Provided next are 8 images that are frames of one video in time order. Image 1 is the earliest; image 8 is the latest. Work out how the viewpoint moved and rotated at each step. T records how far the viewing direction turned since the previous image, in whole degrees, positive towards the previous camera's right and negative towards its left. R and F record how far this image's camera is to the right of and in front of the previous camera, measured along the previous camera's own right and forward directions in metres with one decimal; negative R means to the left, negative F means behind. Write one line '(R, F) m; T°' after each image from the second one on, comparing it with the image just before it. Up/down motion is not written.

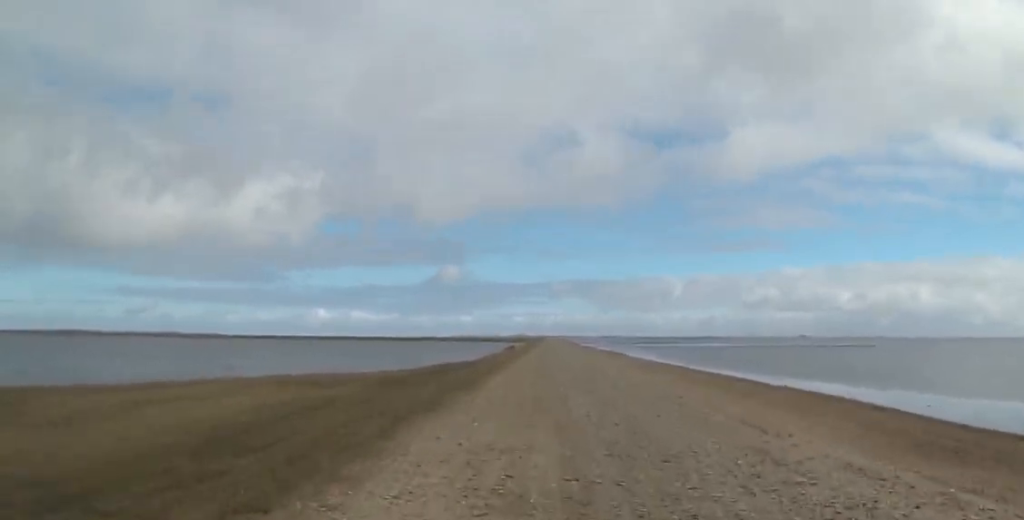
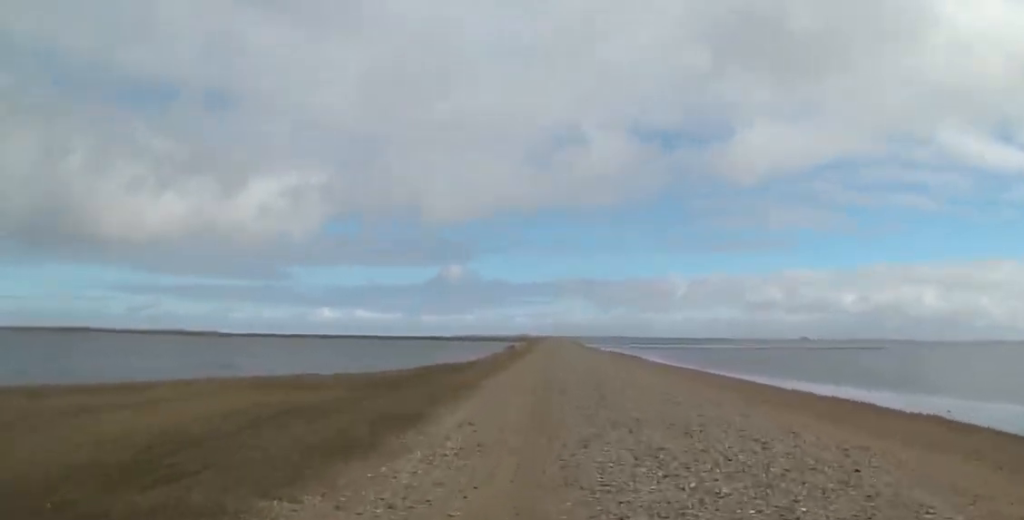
(+0.5, +3.8) m; -1°
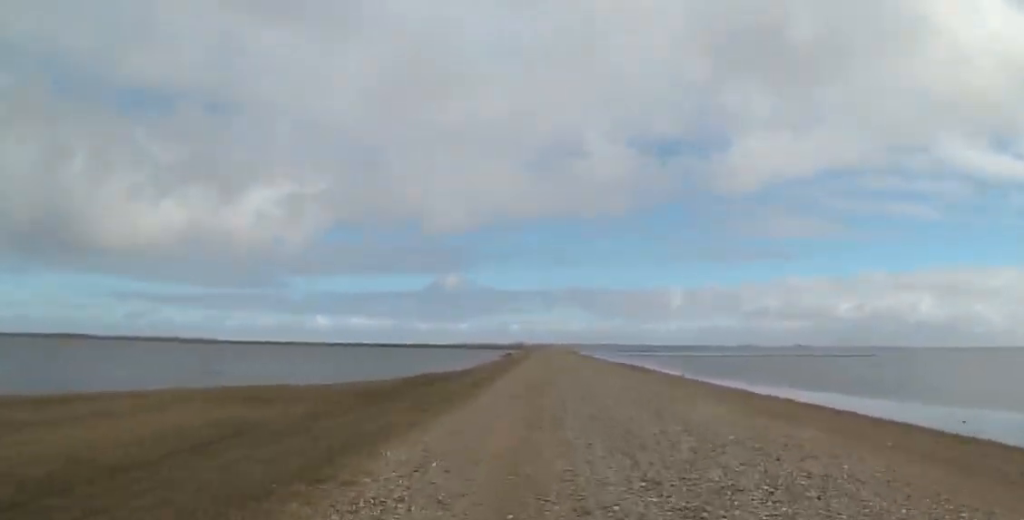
(+0.3, +4.2) m; -1°
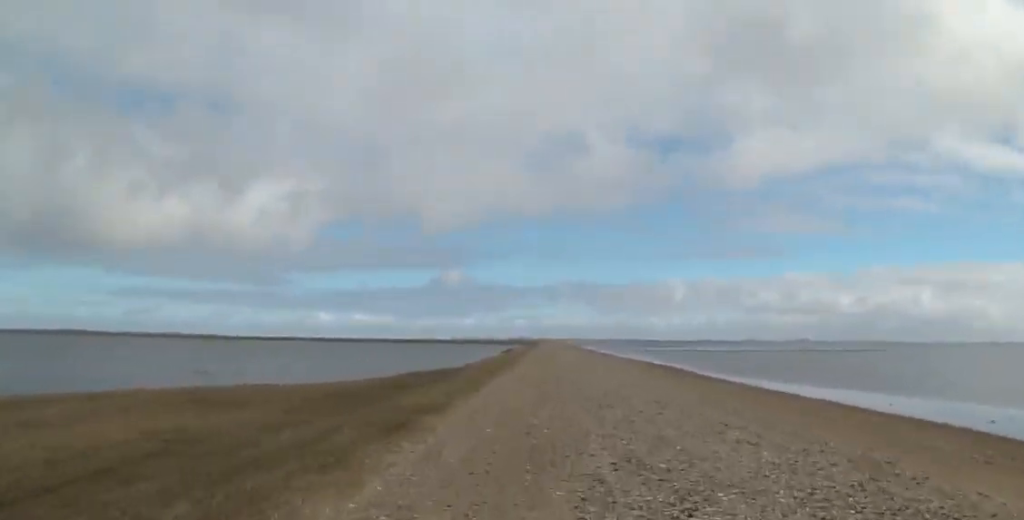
(-1.1, +4.7) m; +2°
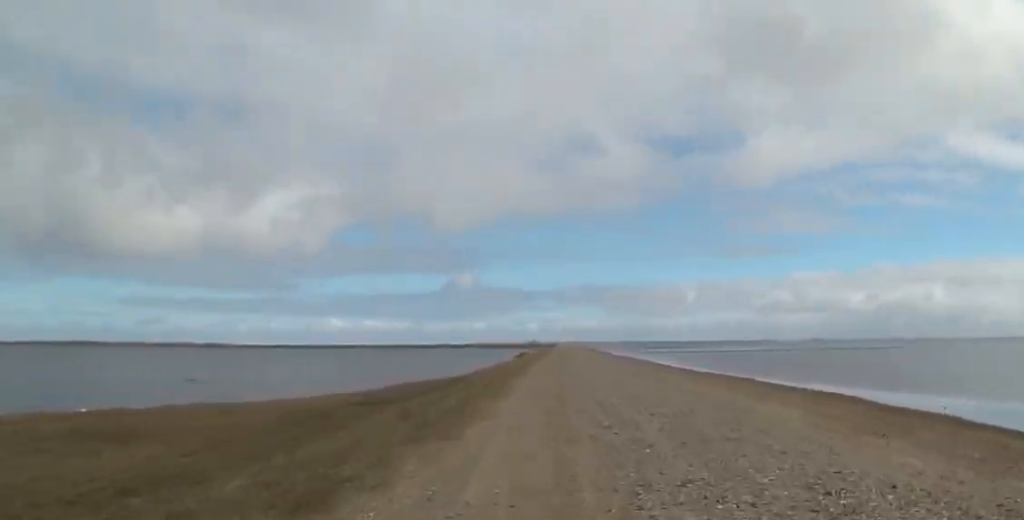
(+2.3, +9.8) m; +6°
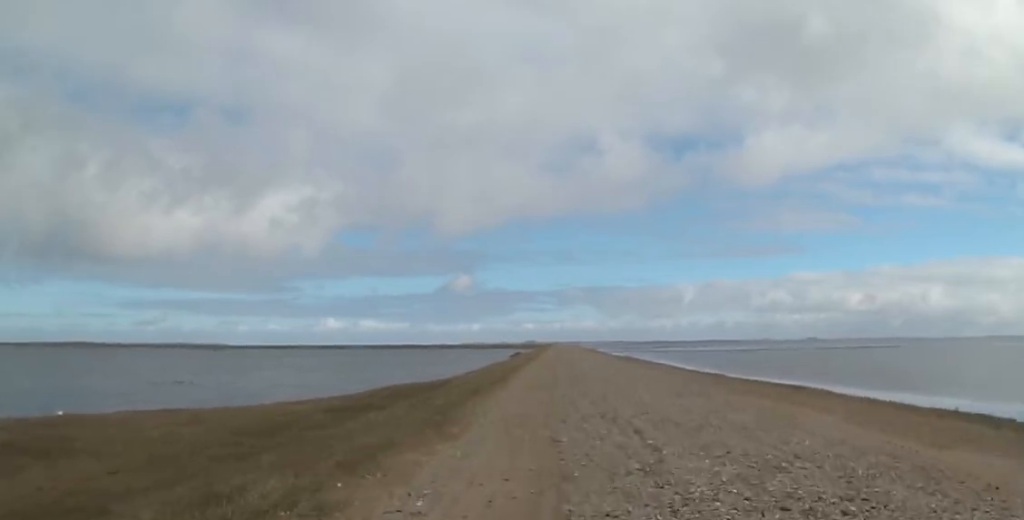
(+0.1, +3.3) m; -5°
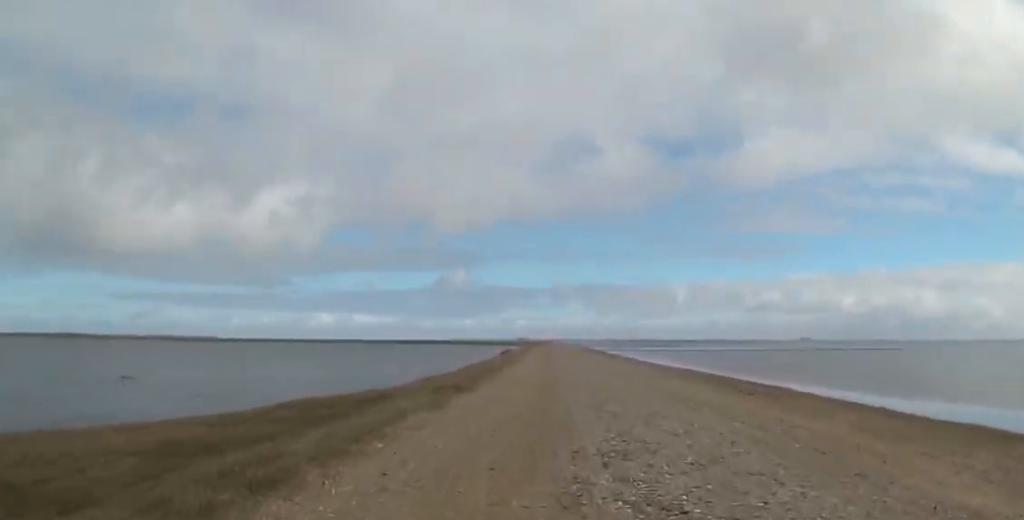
(-0.6, +15.1) m; -1°
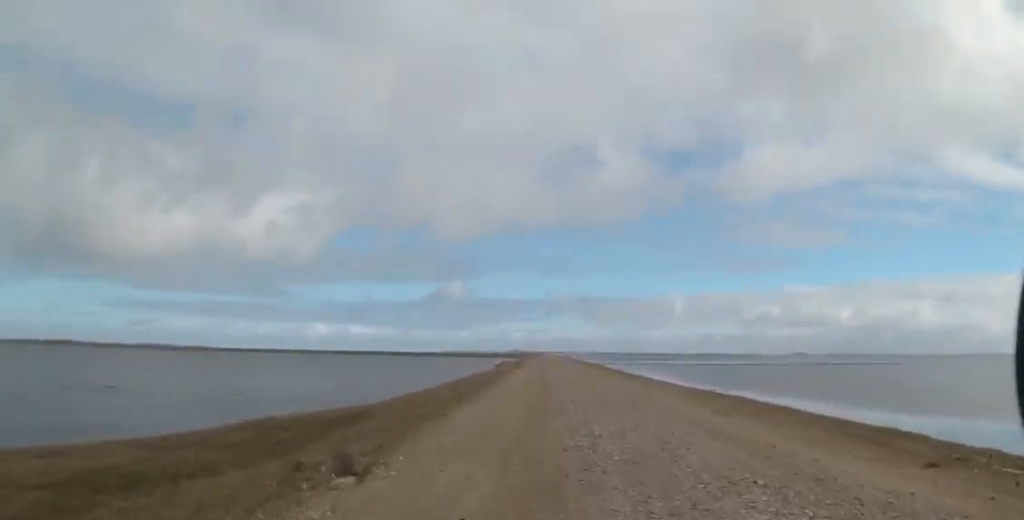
(-0.4, +3.9) m; +1°
